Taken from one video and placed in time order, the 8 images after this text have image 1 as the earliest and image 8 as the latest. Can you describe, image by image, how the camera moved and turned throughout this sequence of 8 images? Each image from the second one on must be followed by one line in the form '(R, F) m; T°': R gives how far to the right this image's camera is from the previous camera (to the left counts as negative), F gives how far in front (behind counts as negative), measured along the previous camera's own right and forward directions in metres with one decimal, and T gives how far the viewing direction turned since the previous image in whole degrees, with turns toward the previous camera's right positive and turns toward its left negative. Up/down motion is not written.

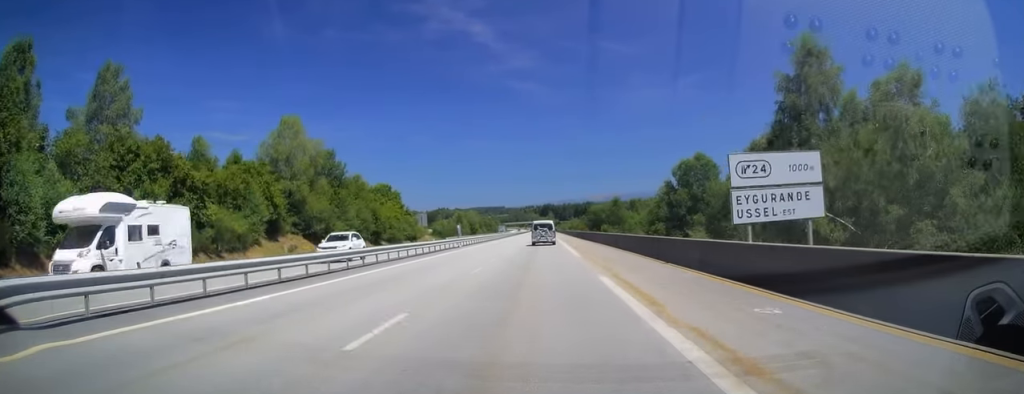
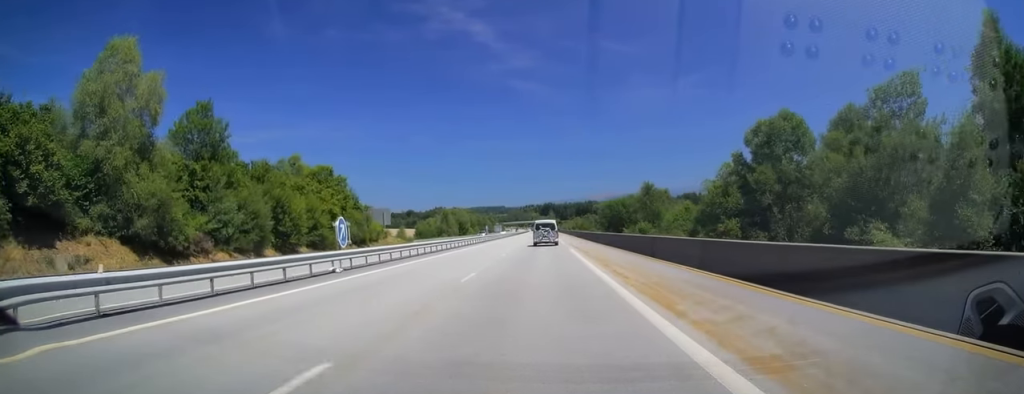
(0.0, +29.6) m; 0°
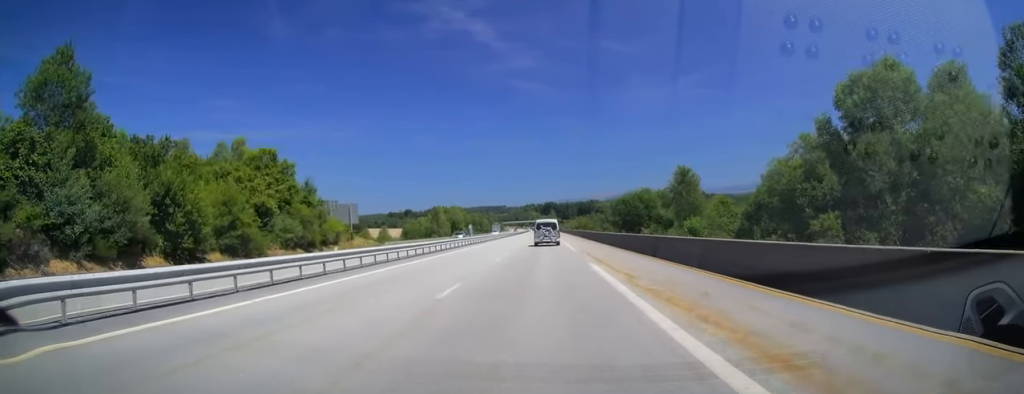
(0.0, +16.9) m; 0°
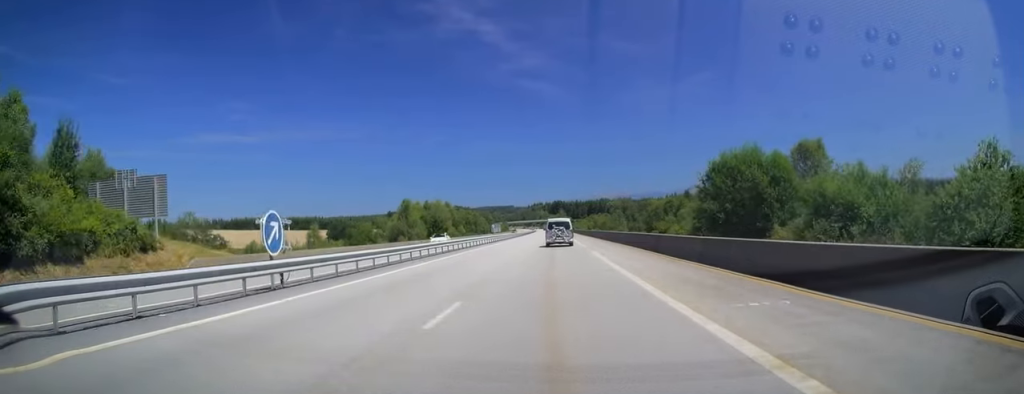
(-0.4, +42.7) m; -1°
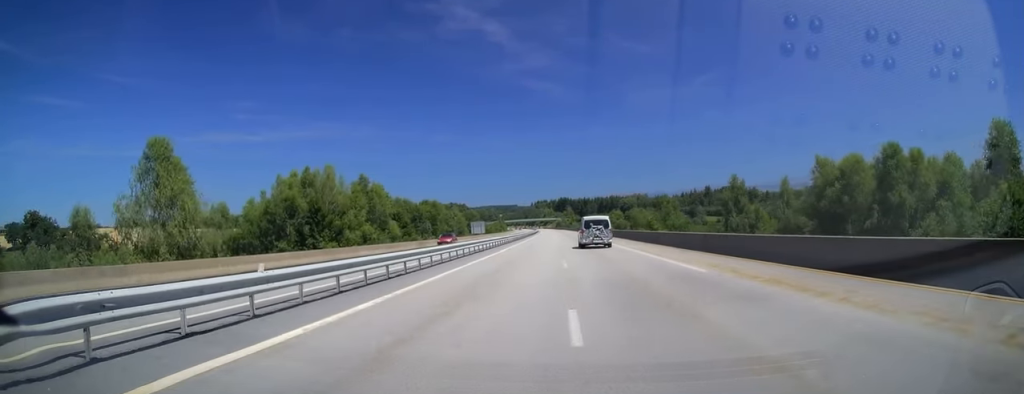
(-0.2, +79.3) m; -1°
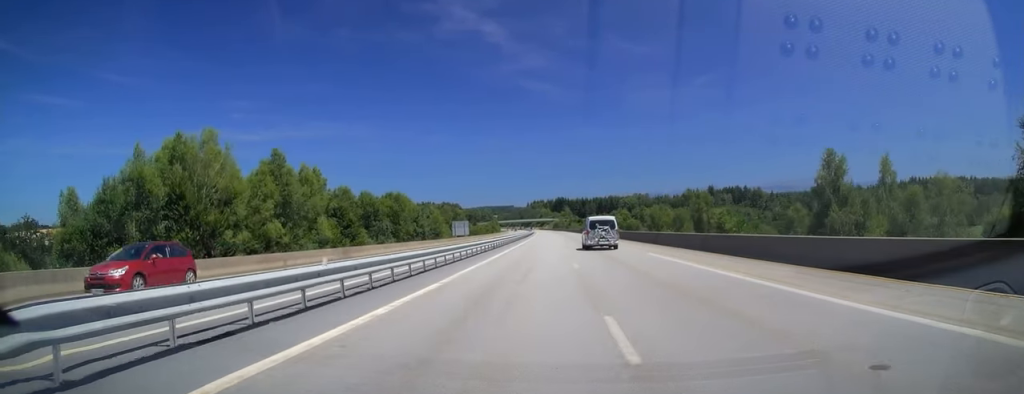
(0.0, +26.9) m; +1°
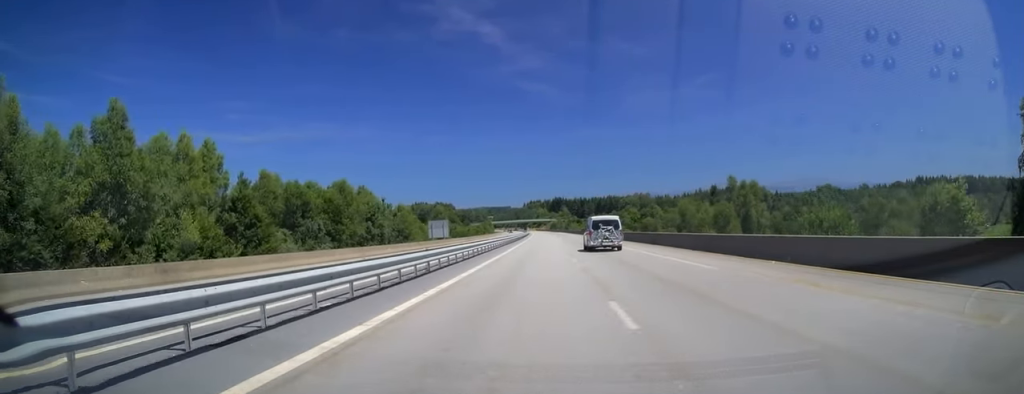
(+0.3, +23.9) m; 0°
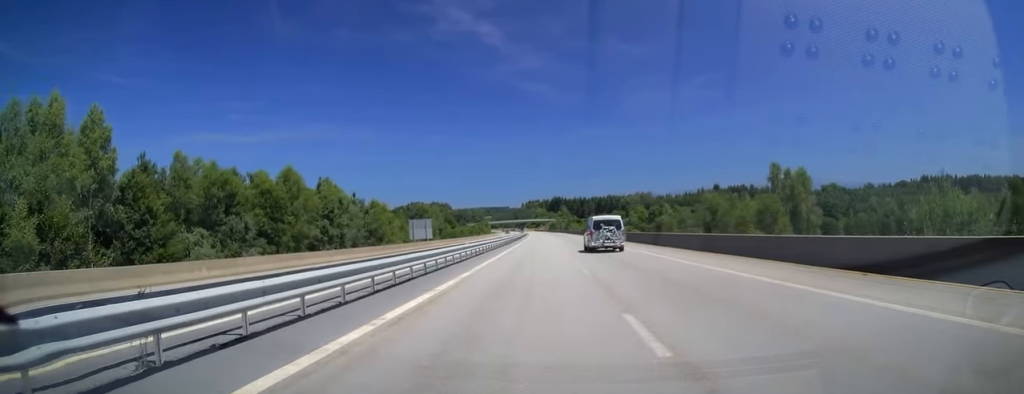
(+0.1, +14.6) m; 0°
